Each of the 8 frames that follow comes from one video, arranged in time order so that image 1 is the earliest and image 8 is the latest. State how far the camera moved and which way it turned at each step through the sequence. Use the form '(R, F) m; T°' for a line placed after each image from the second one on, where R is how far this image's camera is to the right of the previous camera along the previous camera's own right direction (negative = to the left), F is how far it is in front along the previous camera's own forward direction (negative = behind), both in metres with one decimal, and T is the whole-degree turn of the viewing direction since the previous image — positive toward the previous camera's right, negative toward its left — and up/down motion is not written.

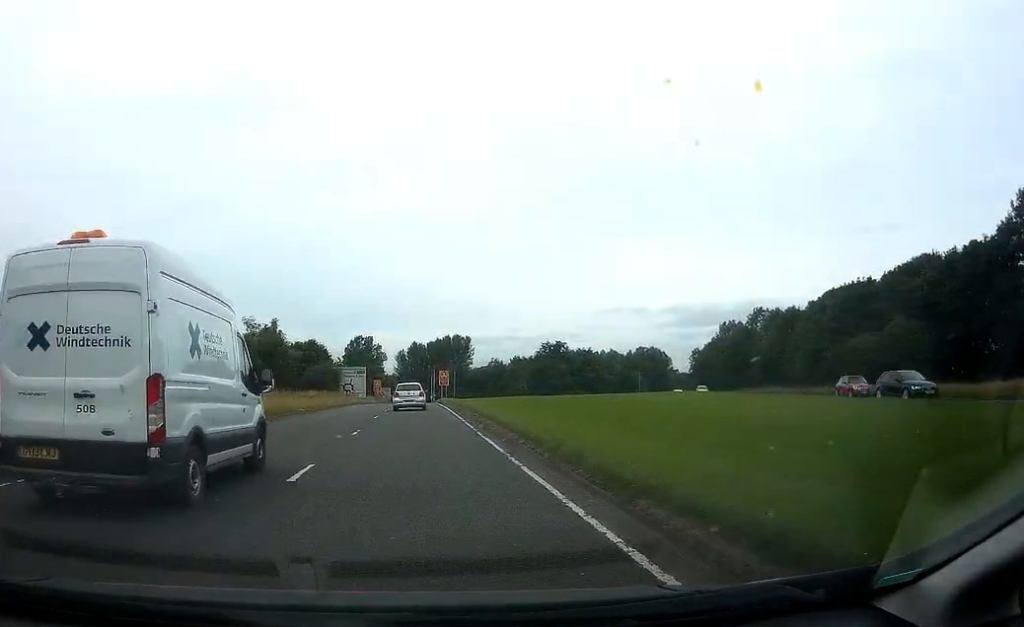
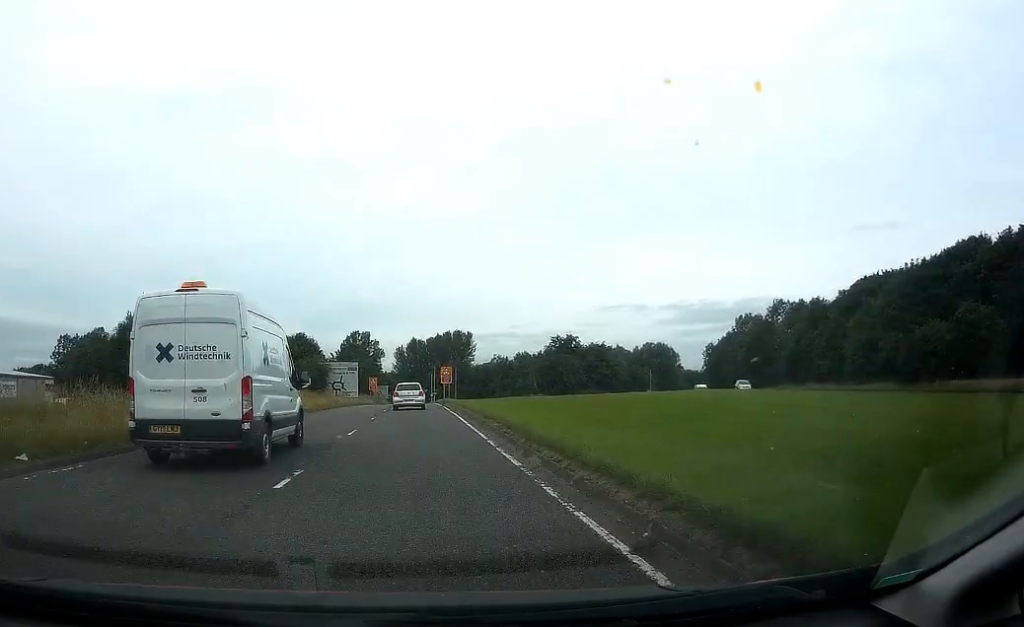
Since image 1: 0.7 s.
(+0.1, +10.0) m; +1°
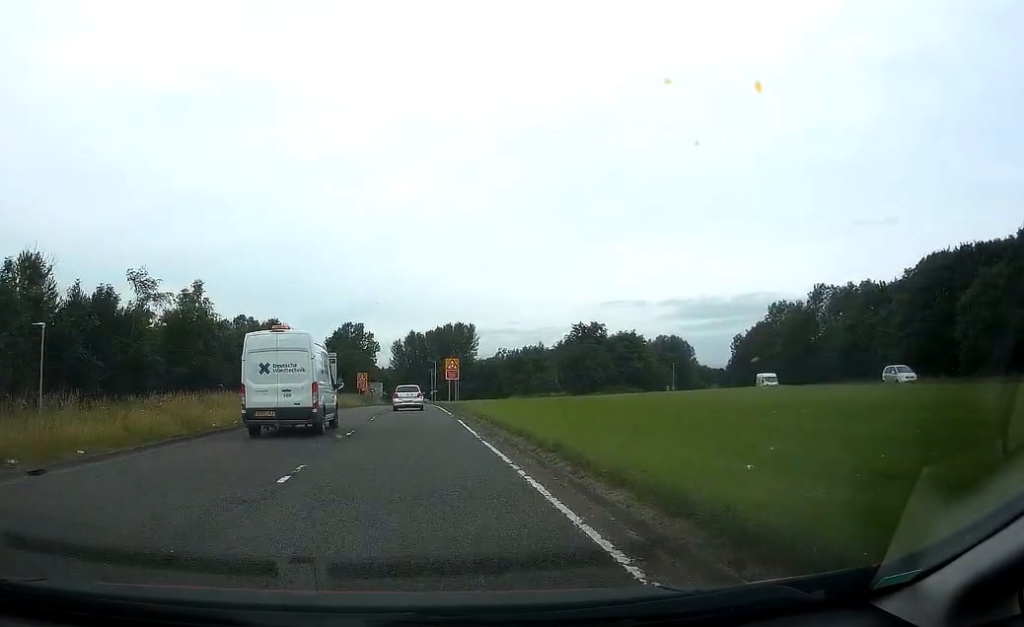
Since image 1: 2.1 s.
(+0.1, +17.5) m; 0°
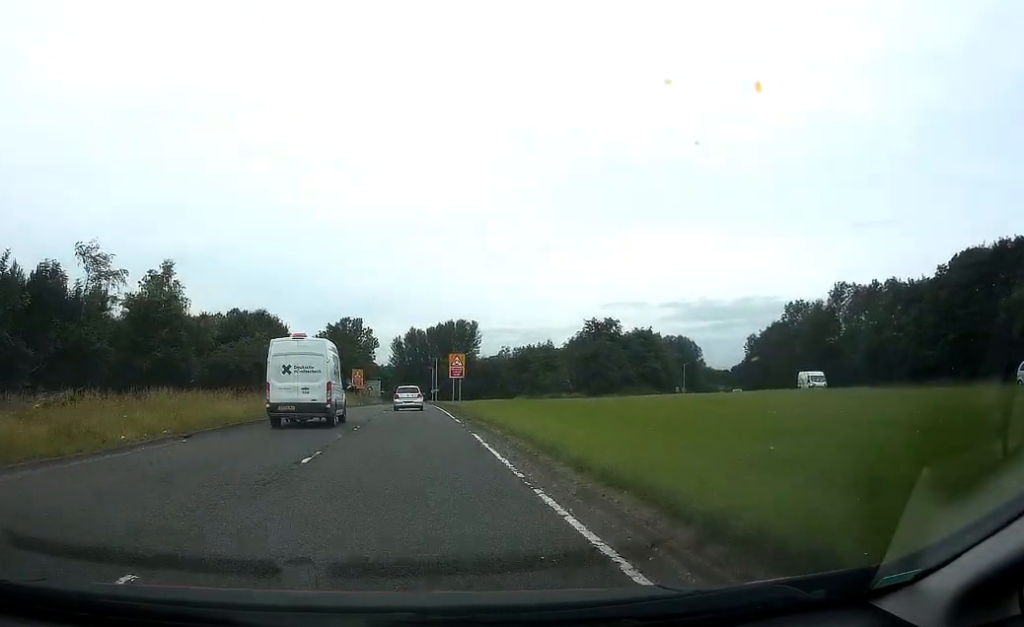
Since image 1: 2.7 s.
(0.0, +7.3) m; 0°
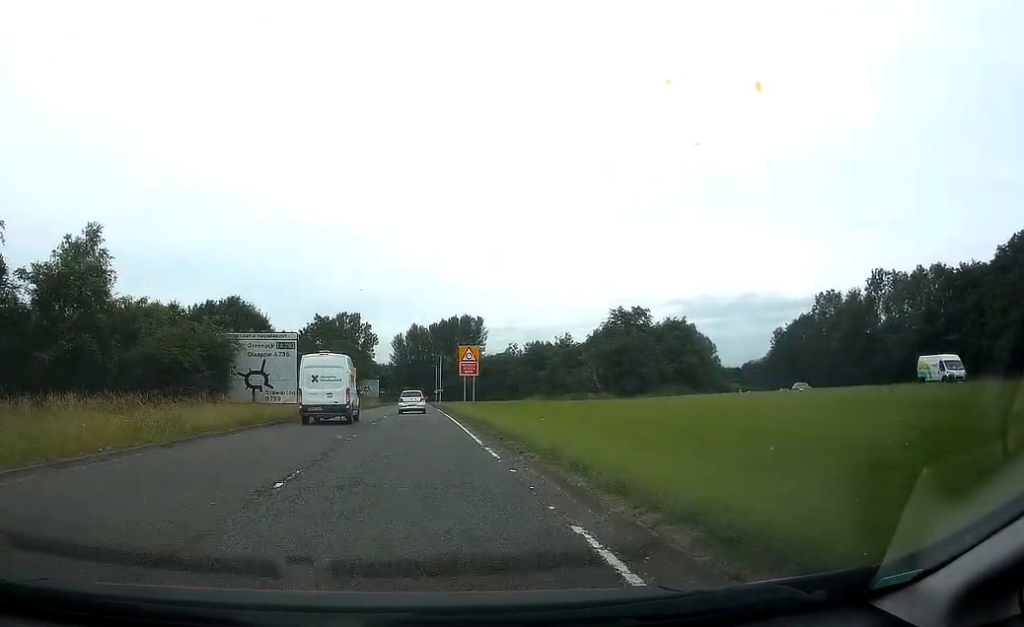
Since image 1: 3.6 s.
(0.0, +12.0) m; 0°
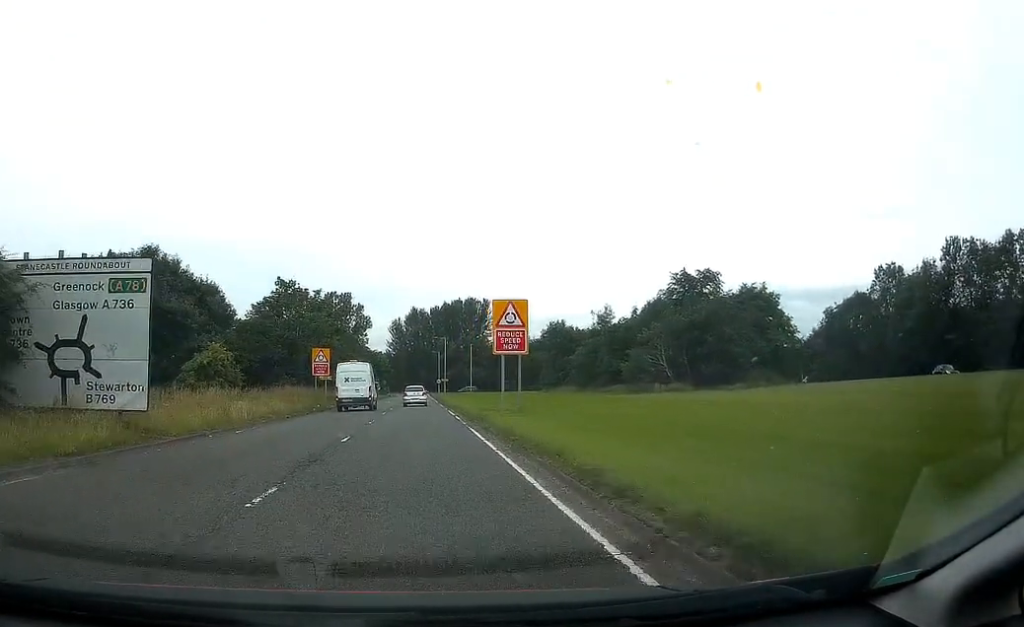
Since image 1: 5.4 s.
(0.0, +20.2) m; 0°
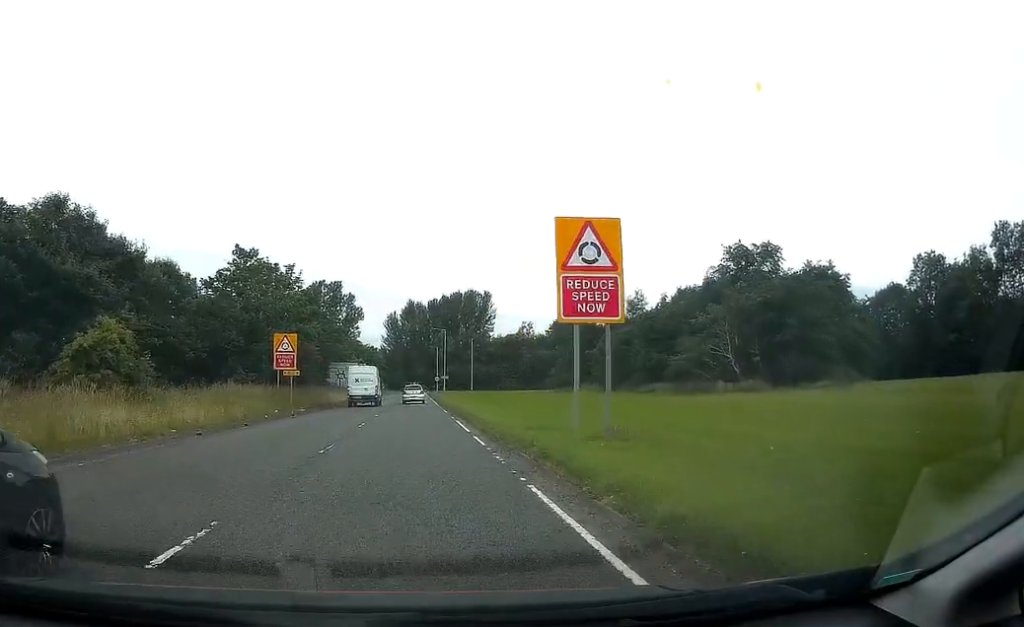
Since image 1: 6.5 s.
(0.0, +12.1) m; 0°
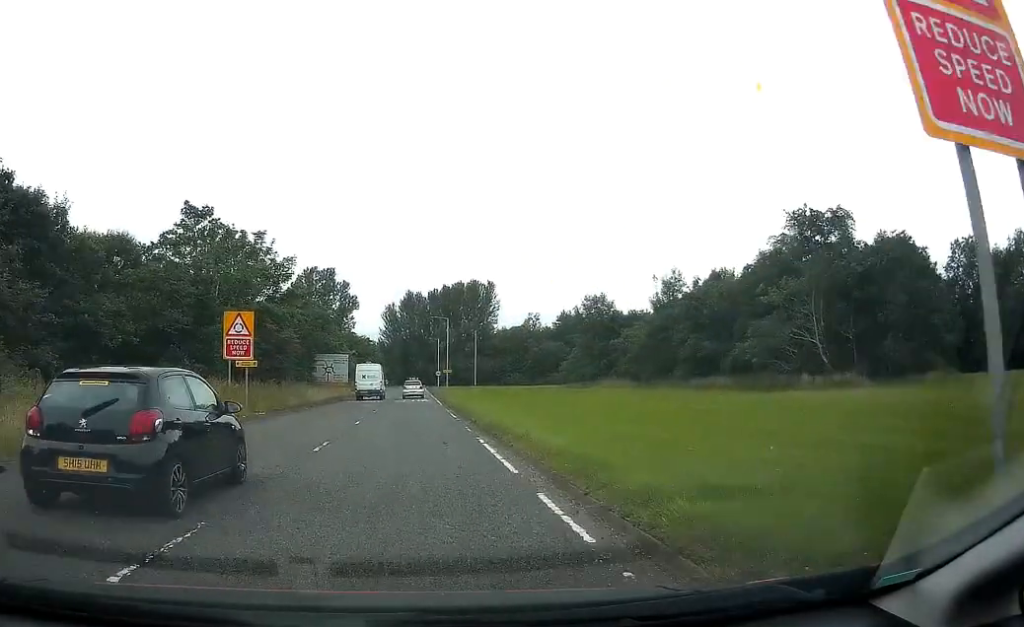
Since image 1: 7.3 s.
(+0.1, +9.2) m; 0°
